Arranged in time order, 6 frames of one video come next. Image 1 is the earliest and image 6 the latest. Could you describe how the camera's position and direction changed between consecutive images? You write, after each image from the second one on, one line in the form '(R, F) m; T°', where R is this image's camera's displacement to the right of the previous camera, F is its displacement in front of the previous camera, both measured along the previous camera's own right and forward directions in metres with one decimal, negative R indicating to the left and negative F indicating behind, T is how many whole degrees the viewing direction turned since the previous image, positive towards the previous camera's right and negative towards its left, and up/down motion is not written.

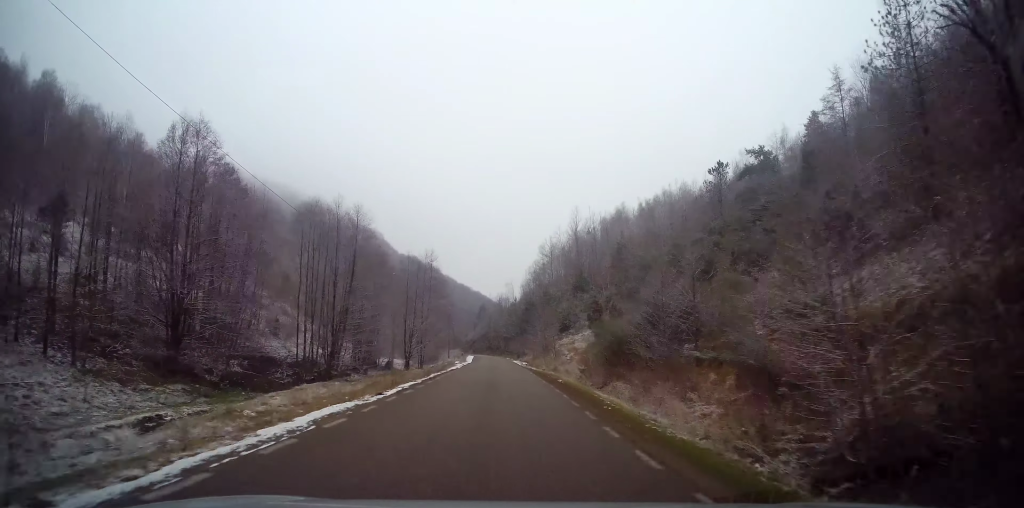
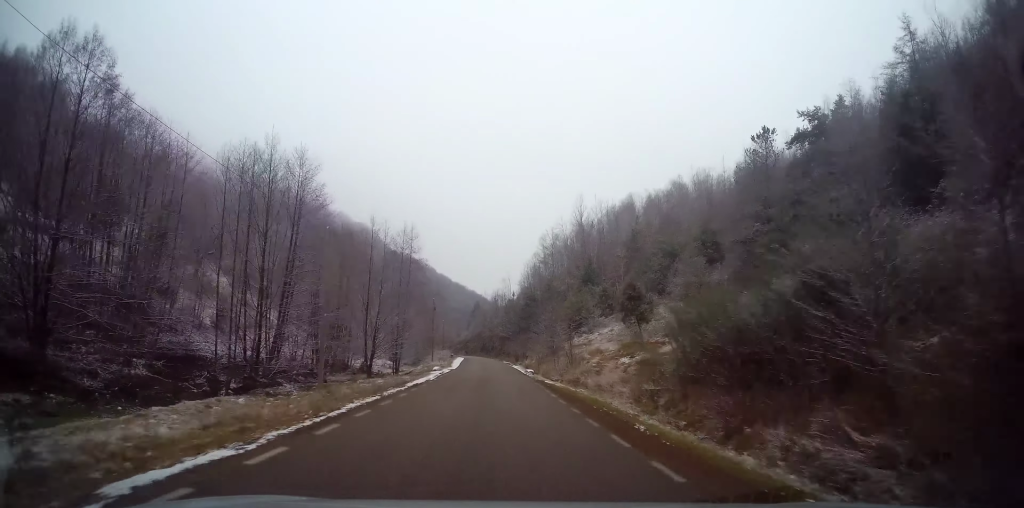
(+0.1, +12.7) m; +1°
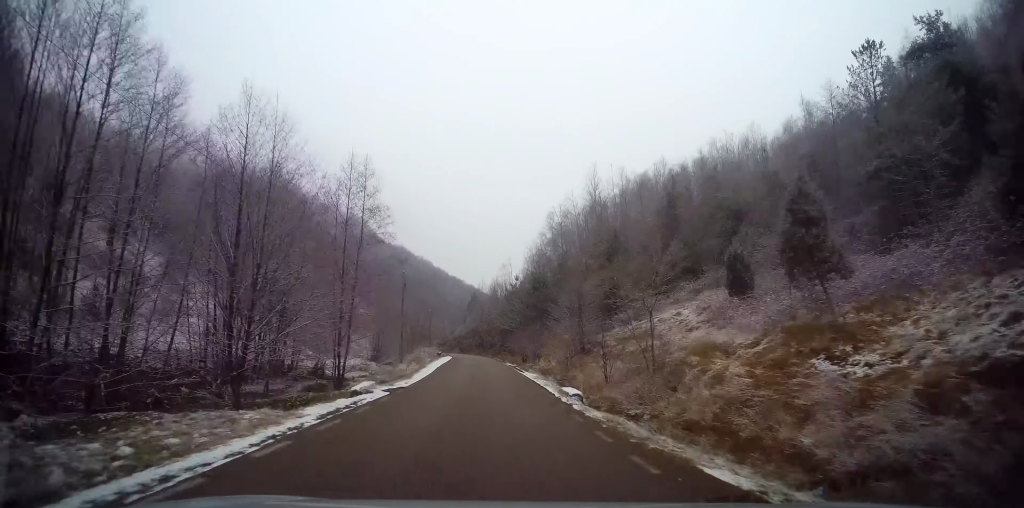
(+0.3, +18.3) m; 0°
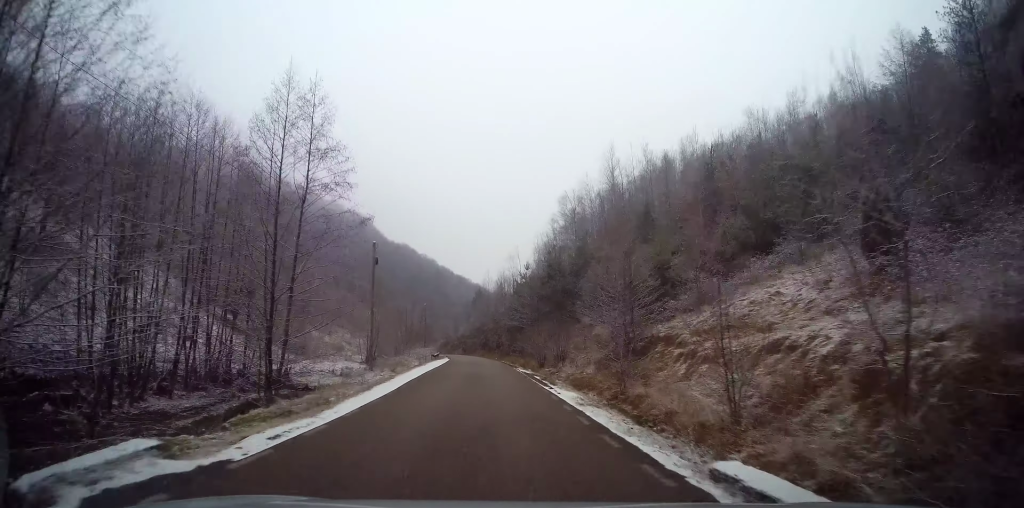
(0.0, +10.9) m; 0°
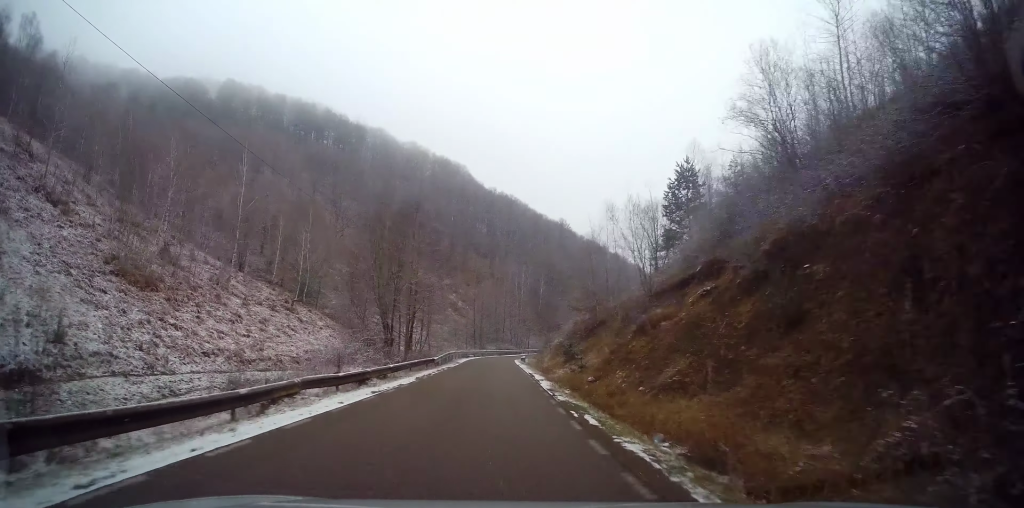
(-10.9, +102.2) m; -12°
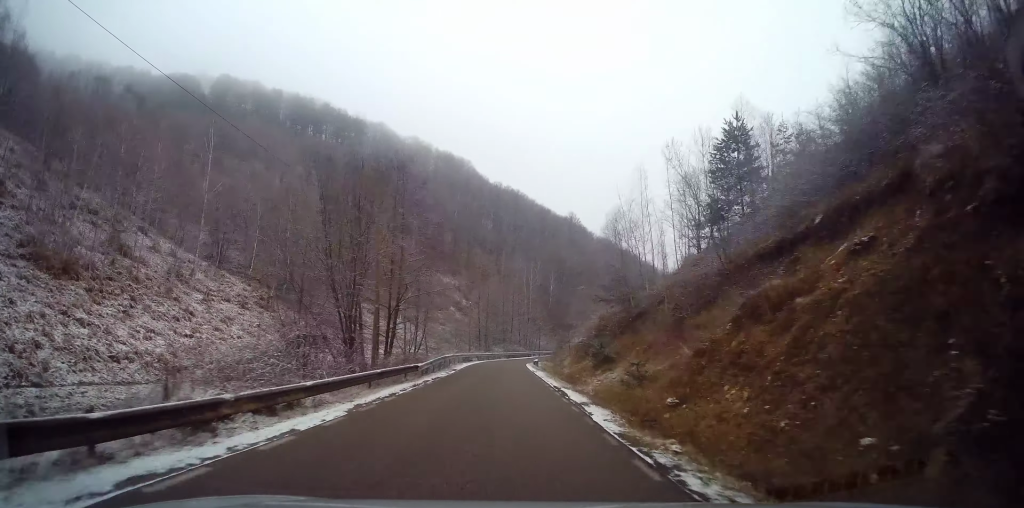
(-0.2, +9.8) m; 0°
